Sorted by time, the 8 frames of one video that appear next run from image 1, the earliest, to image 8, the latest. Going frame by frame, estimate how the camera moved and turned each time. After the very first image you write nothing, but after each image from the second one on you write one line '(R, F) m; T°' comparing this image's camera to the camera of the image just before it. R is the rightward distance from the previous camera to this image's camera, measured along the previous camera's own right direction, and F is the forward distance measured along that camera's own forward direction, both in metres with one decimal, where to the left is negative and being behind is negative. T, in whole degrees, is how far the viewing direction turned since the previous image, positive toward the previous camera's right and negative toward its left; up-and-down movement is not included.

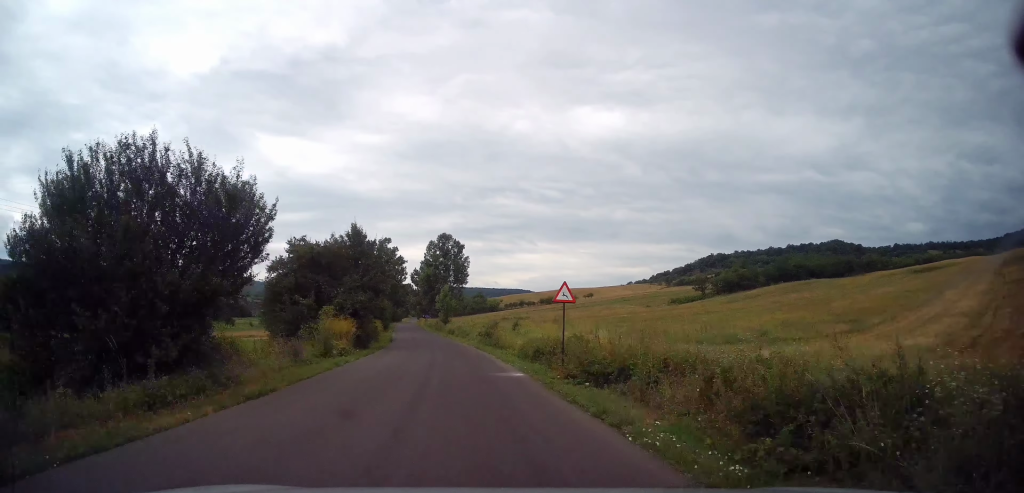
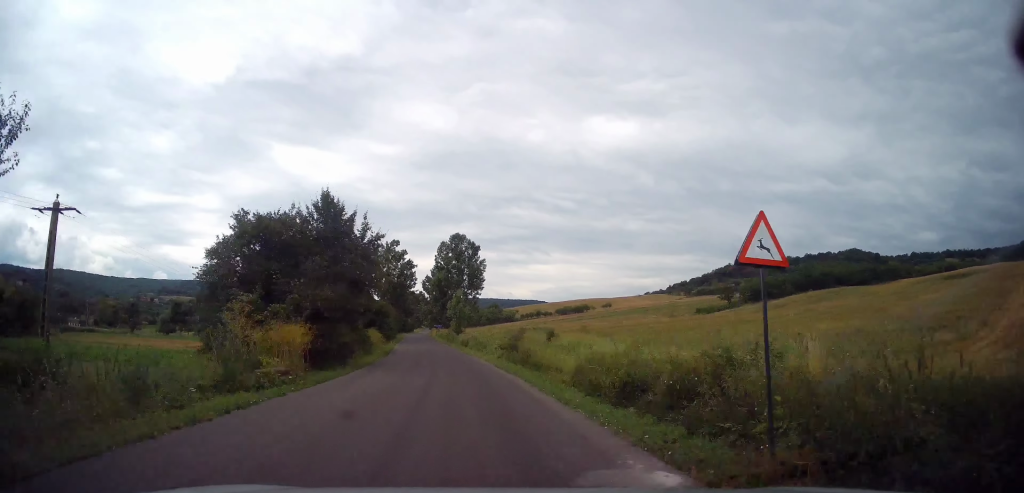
(-0.5, +11.4) m; -3°
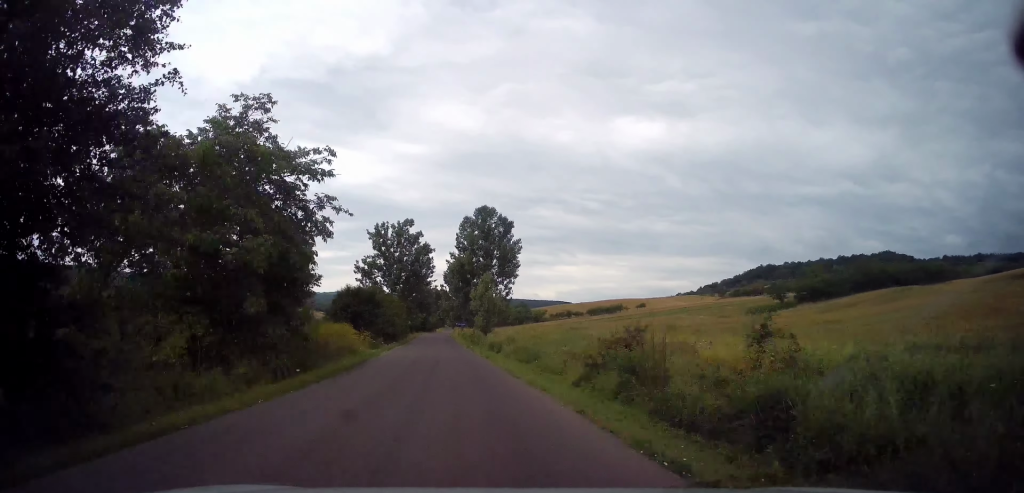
(-0.6, +23.0) m; -2°
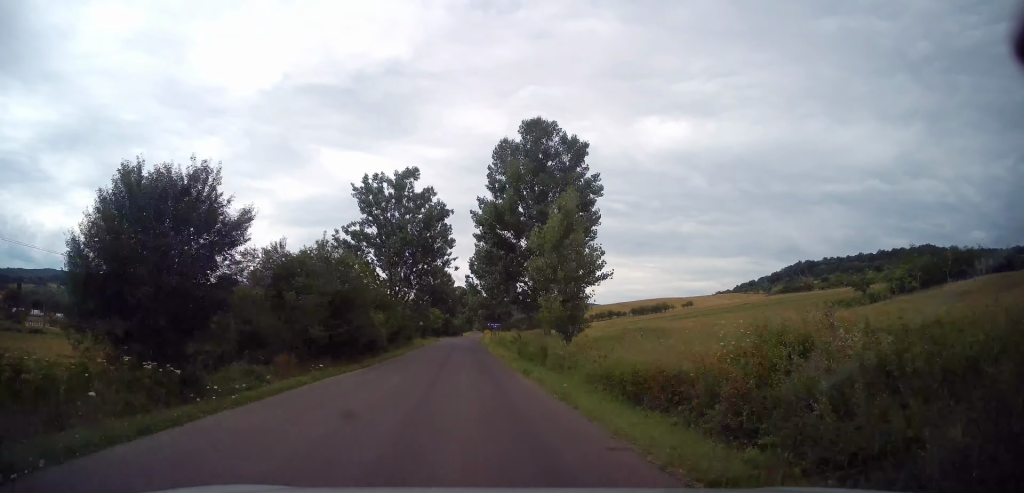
(-0.4, +36.2) m; -2°
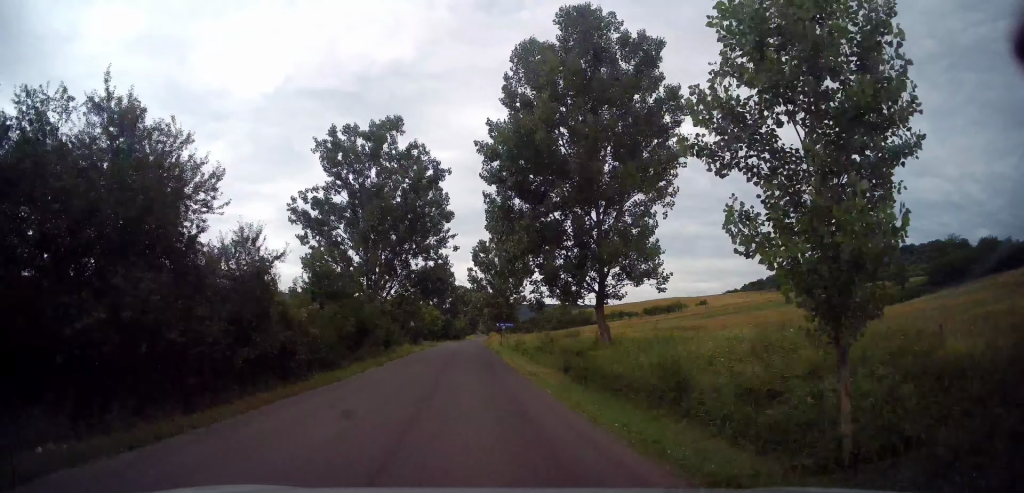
(-0.4, +17.5) m; -2°
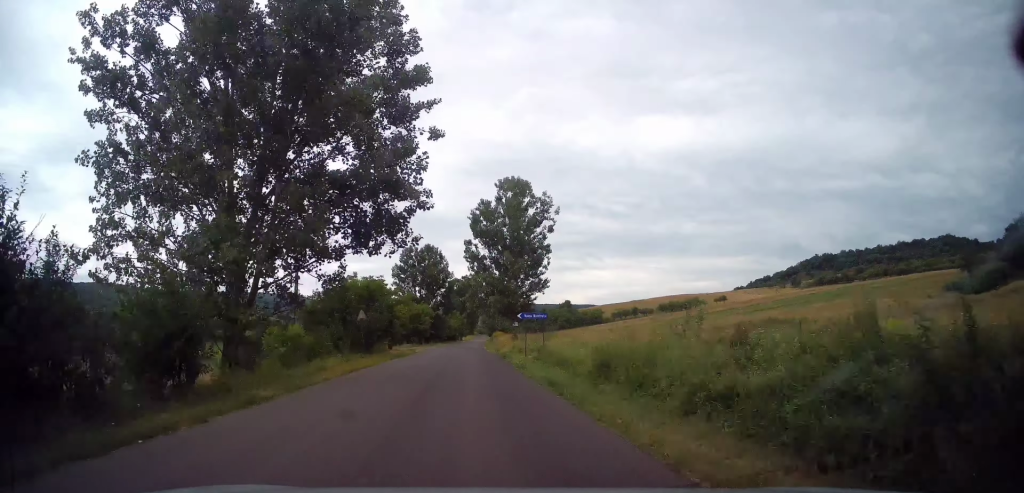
(+0.1, +26.5) m; +1°
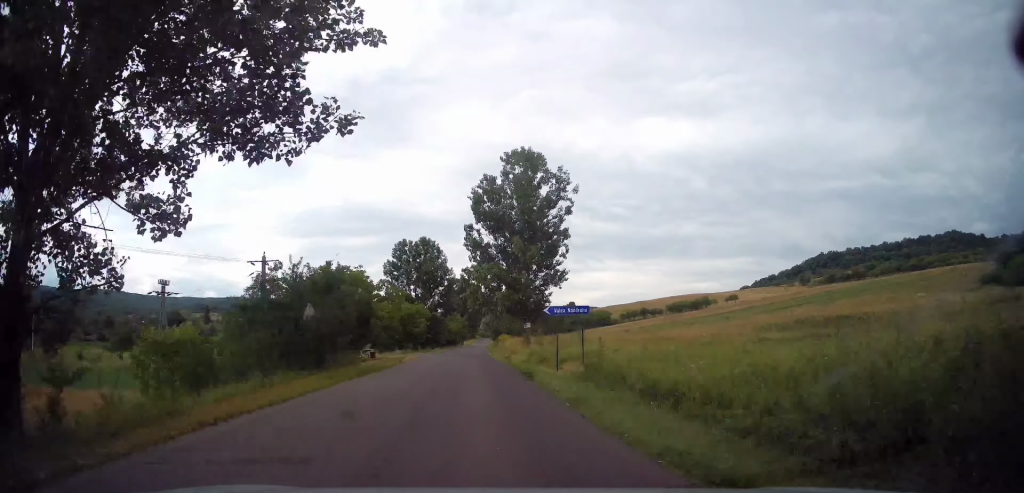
(+0.3, +10.3) m; 0°
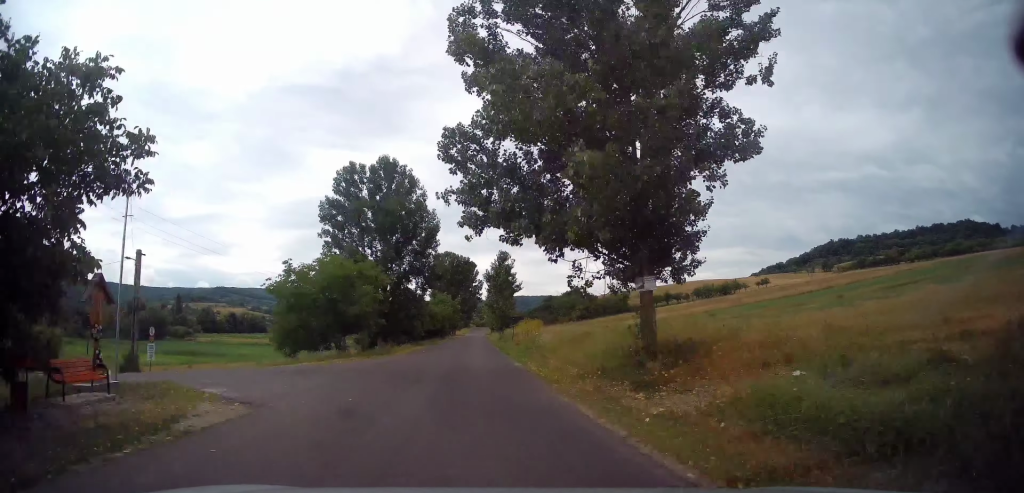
(-0.7, +32.9) m; -1°
